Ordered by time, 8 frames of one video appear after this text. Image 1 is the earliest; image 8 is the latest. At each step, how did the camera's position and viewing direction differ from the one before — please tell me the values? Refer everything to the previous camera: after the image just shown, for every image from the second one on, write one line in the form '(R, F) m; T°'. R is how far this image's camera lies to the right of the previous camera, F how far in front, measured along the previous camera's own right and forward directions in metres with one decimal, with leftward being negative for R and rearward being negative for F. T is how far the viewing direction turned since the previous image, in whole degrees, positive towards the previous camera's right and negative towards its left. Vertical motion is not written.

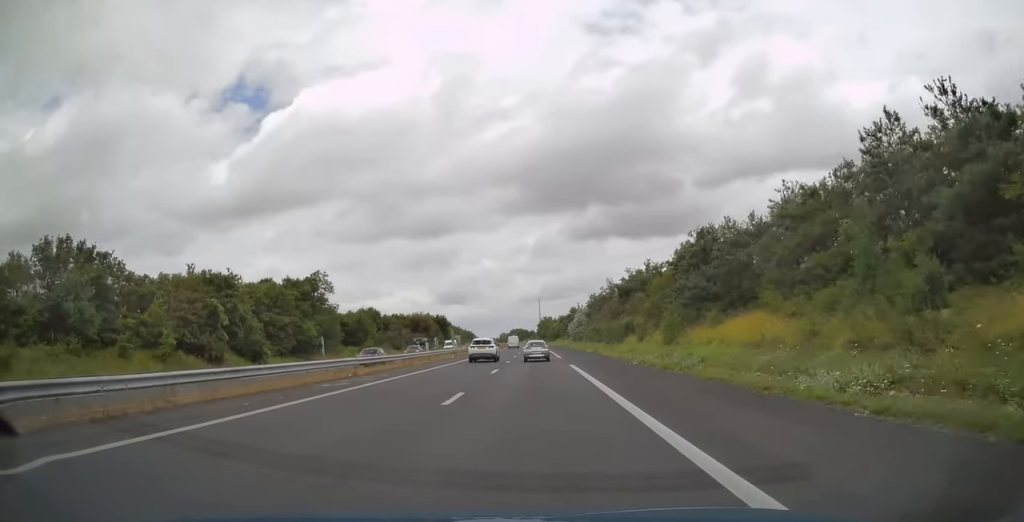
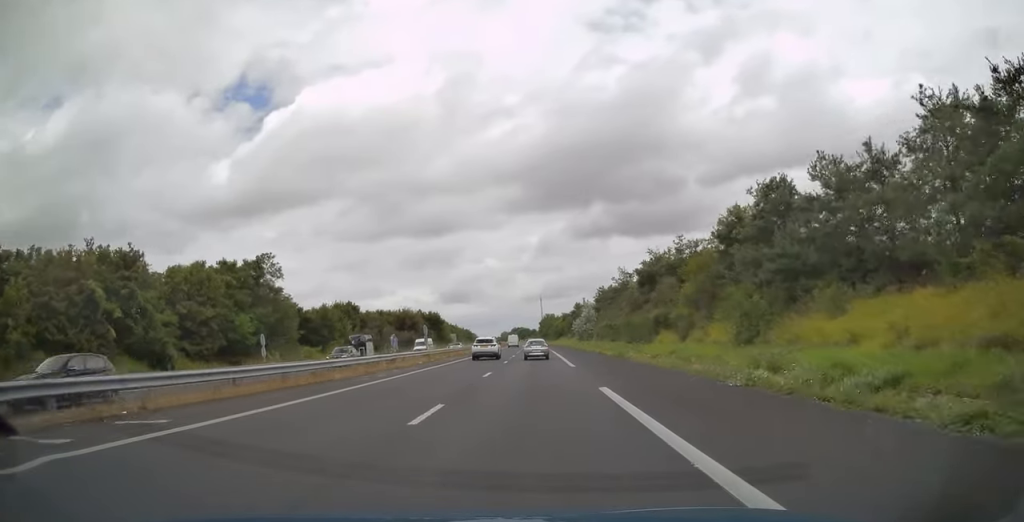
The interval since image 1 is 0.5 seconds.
(0.0, +16.1) m; 0°
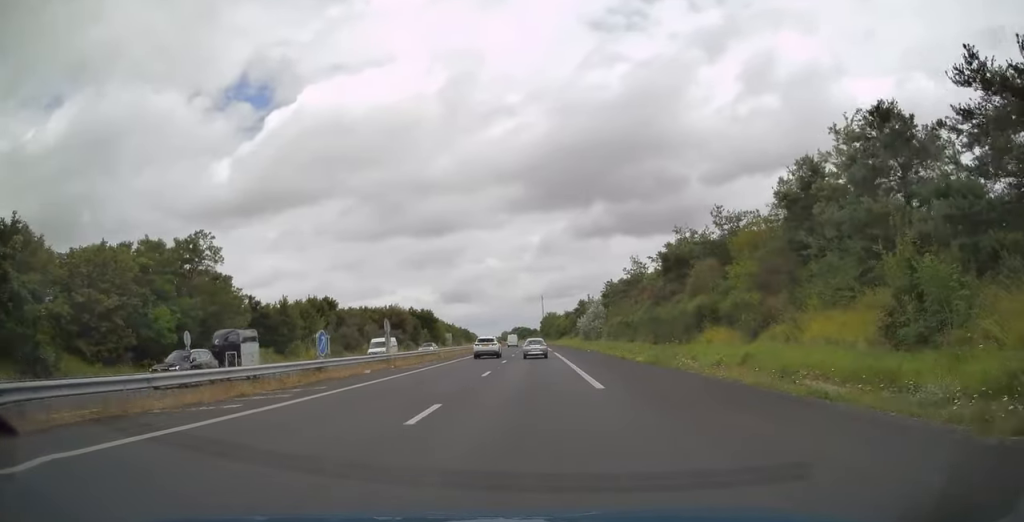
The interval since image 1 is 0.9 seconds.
(-0.1, +12.9) m; 0°
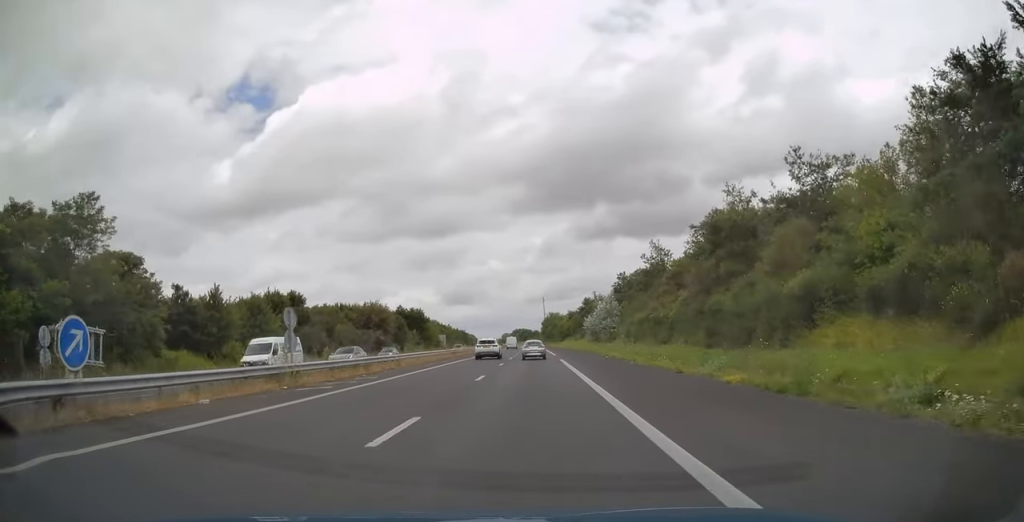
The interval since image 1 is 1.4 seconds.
(0.0, +15.0) m; 0°
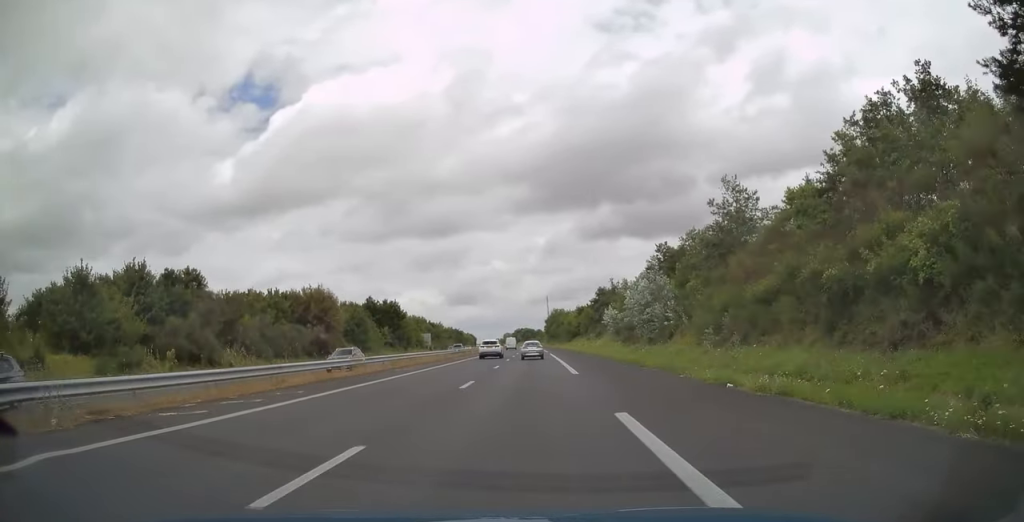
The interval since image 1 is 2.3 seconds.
(-0.1, +29.1) m; 0°
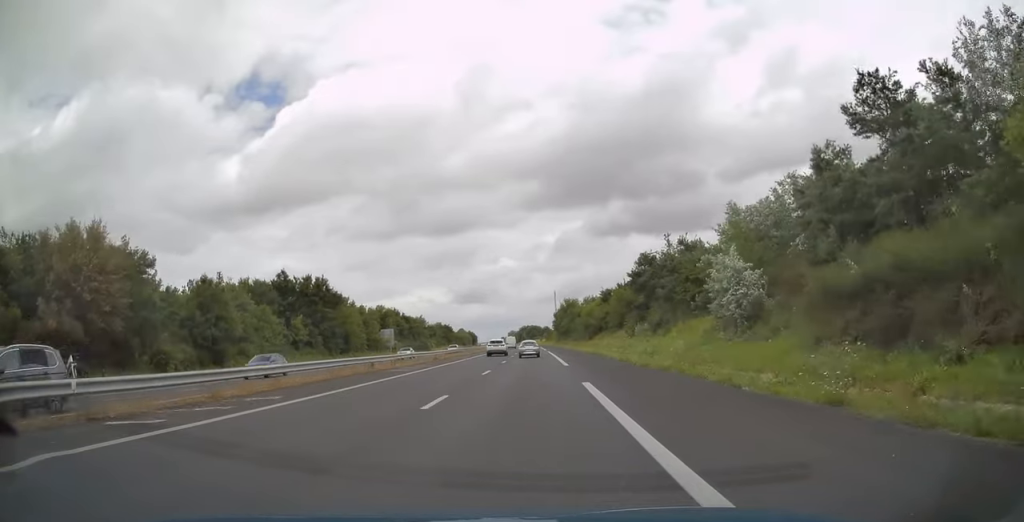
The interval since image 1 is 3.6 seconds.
(-0.3, +44.5) m; -1°
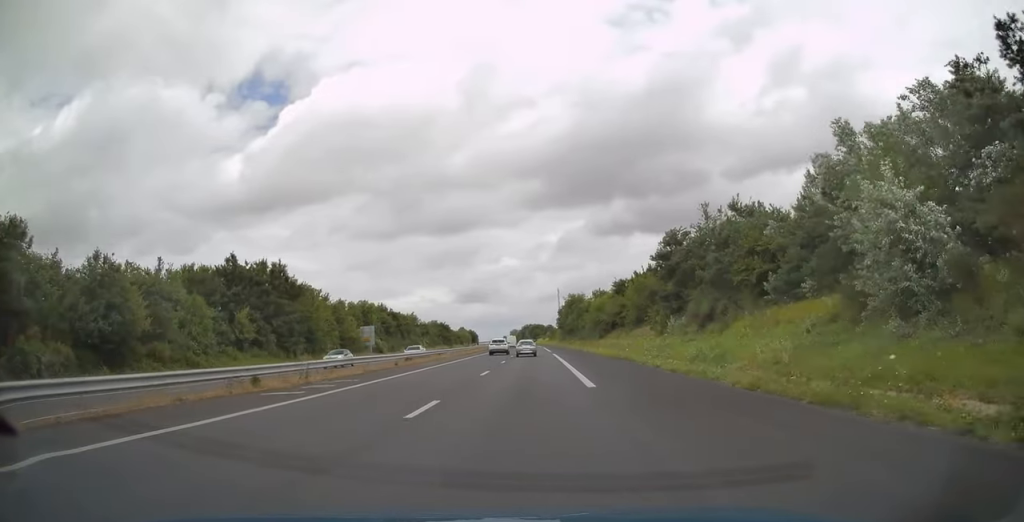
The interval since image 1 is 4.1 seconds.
(0.0, +14.4) m; 0°
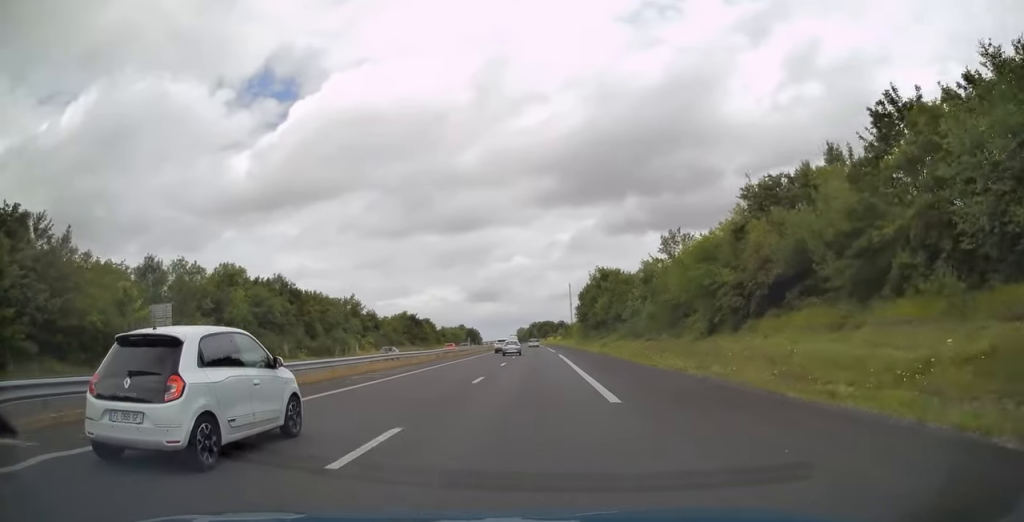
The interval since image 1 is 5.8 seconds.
(-0.6, +56.3) m; -1°
